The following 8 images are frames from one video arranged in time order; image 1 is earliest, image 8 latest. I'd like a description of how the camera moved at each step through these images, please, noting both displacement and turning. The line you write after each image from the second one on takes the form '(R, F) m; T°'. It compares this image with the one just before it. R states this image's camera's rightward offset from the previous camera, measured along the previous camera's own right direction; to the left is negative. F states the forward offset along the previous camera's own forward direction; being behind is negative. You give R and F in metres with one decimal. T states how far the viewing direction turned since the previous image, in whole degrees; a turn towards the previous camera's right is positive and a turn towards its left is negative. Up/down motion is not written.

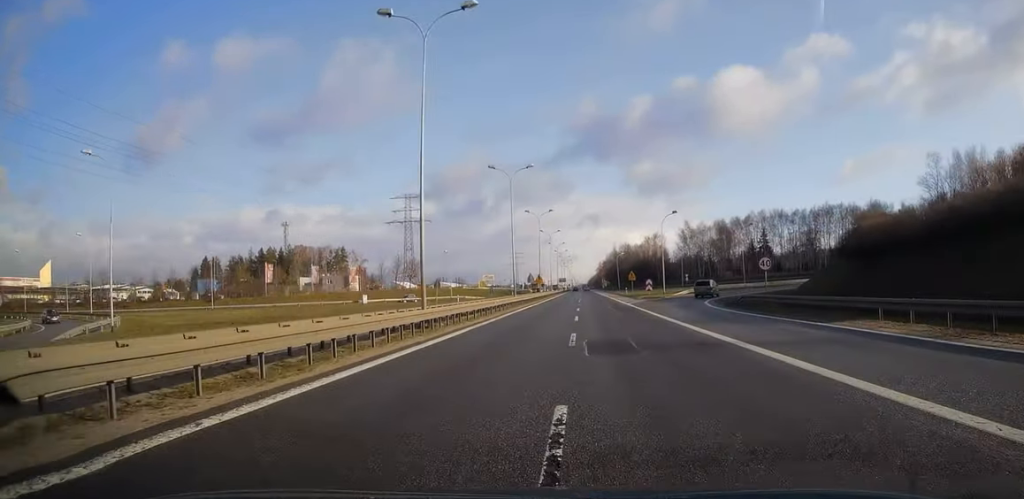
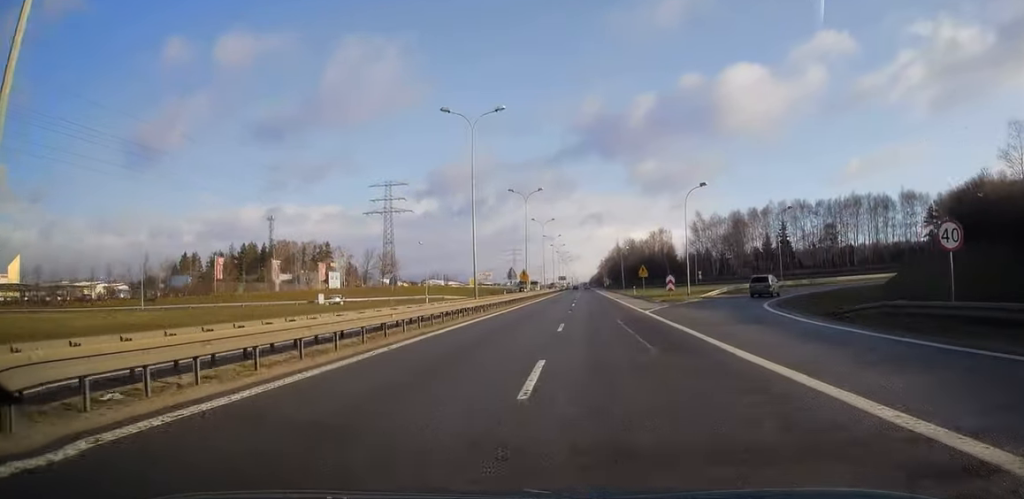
(0.0, +19.3) m; 0°
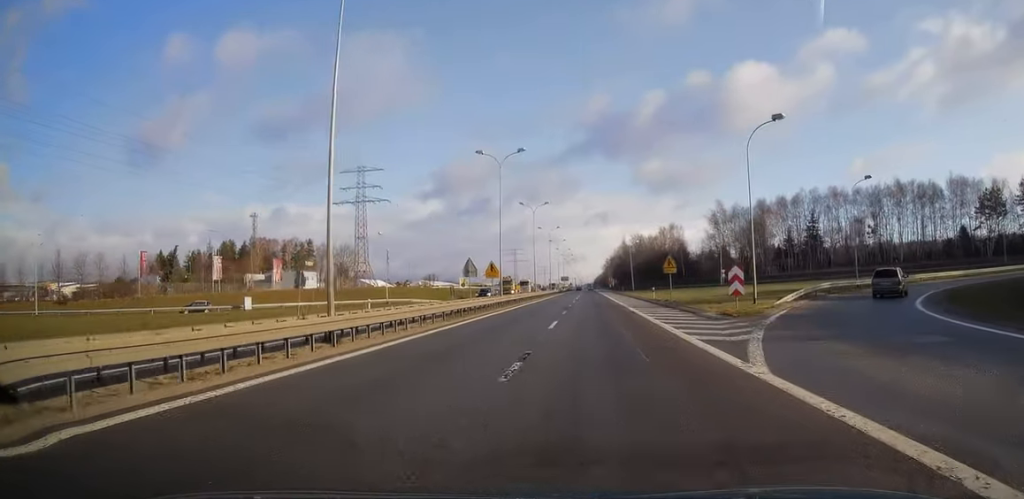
(-0.1, +22.4) m; 0°
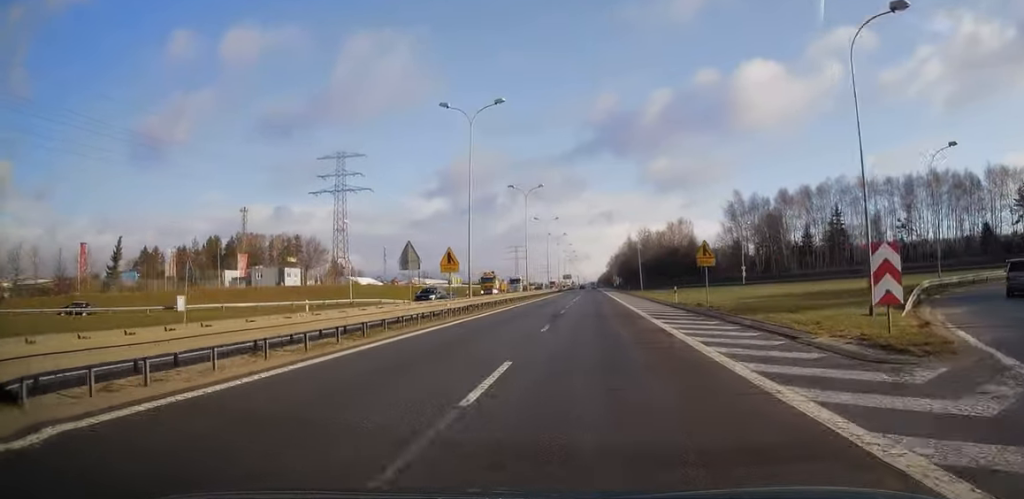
(0.0, +14.1) m; 0°
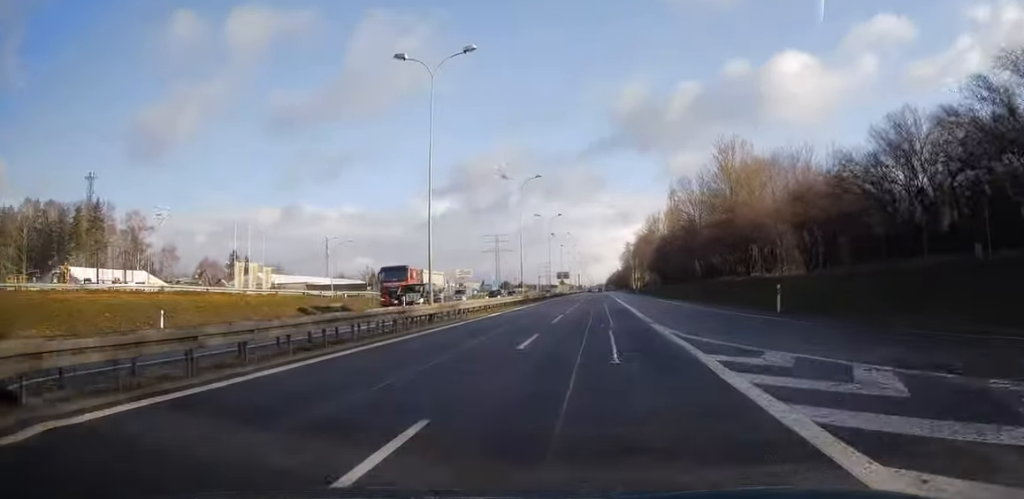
(-1.1, +115.5) m; -1°
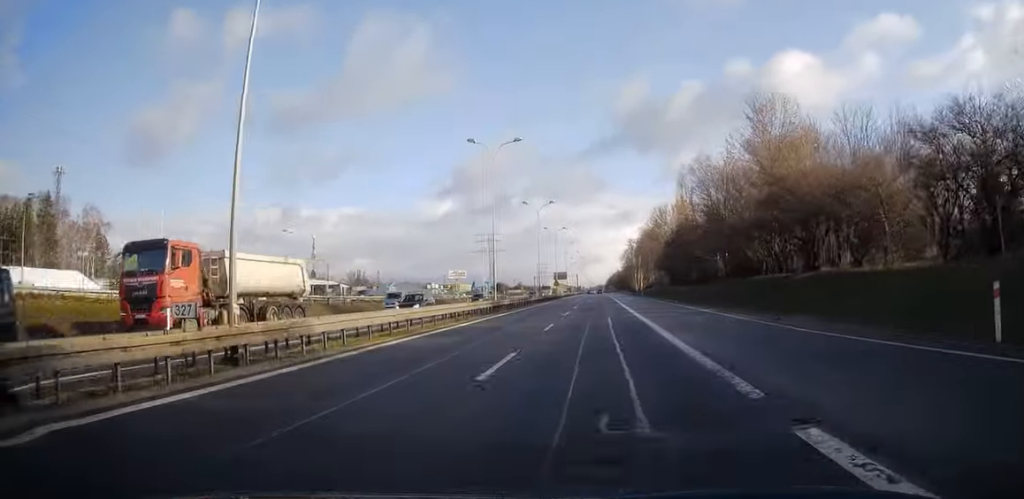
(0.0, +16.5) m; 0°
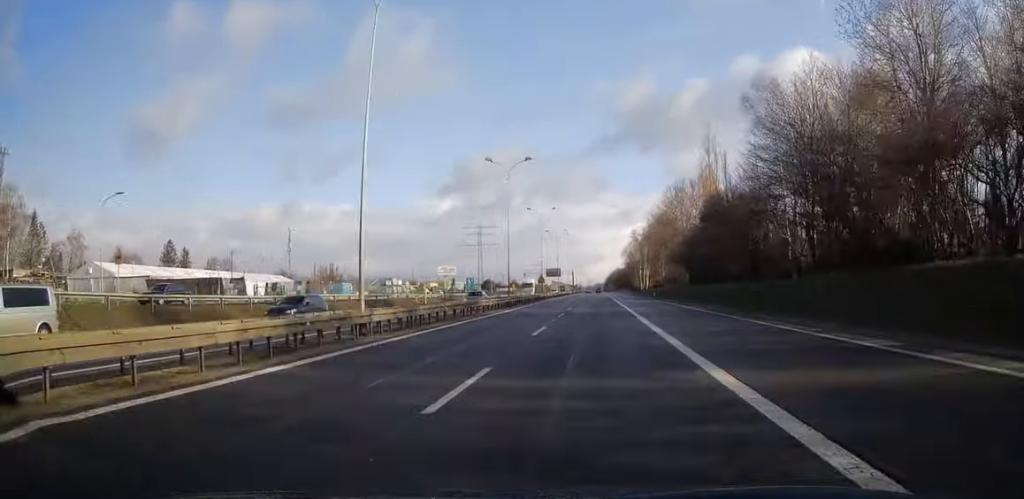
(0.0, +26.7) m; 0°
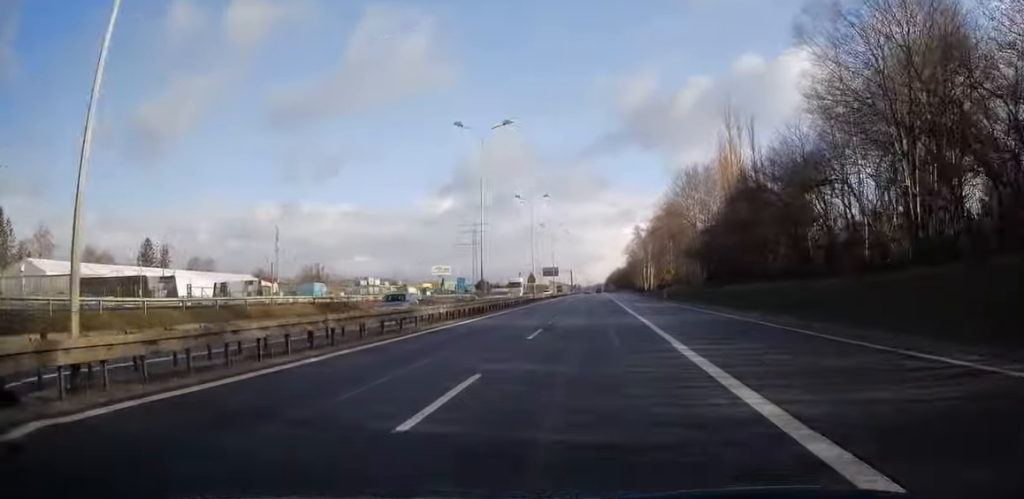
(0.0, +12.8) m; 0°
